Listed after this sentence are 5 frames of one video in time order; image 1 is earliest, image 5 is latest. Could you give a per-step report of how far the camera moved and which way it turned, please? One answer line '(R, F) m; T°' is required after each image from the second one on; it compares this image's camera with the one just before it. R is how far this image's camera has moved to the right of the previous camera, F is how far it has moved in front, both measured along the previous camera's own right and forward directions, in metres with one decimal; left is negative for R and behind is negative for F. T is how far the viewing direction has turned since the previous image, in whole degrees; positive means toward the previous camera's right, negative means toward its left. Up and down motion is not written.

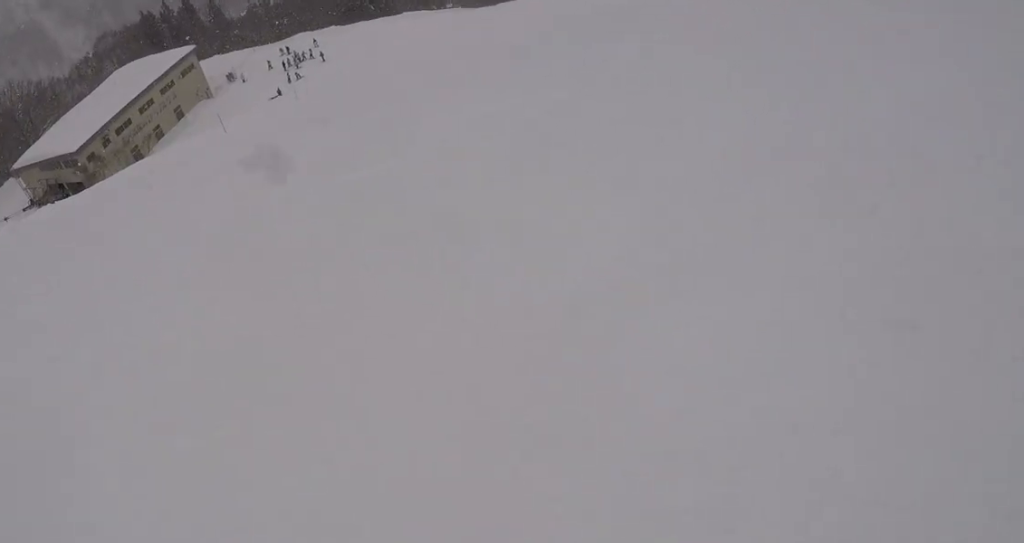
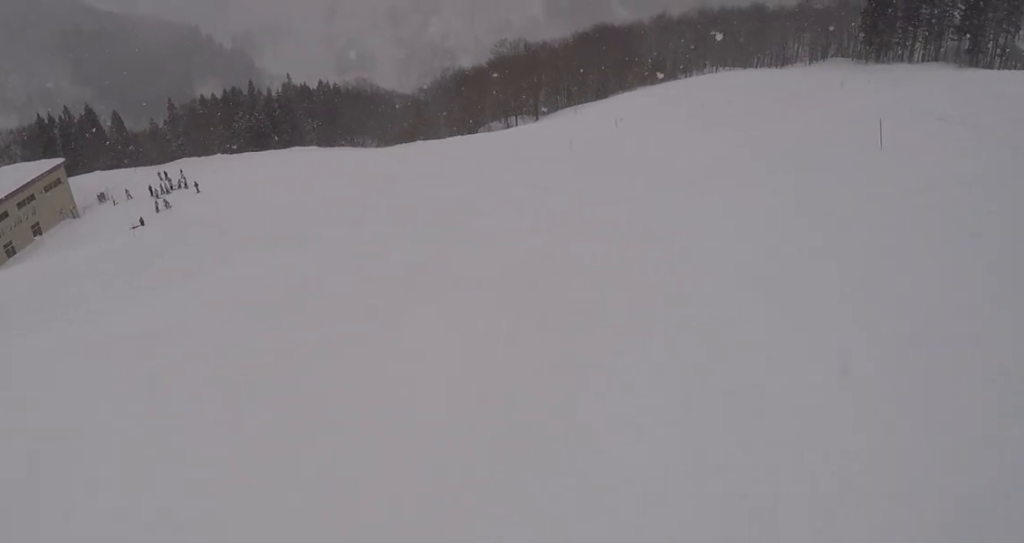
(+7.0, +9.3) m; +37°
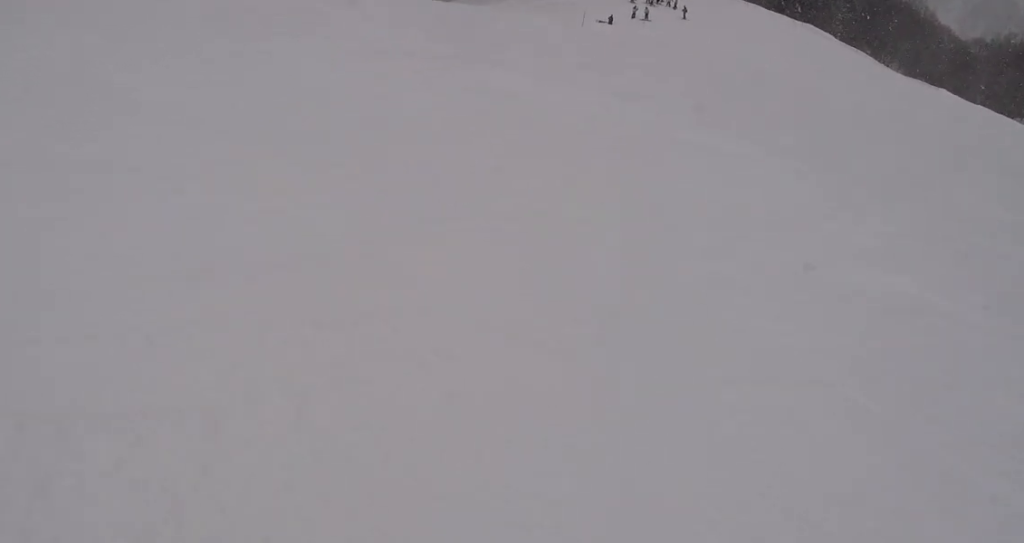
(-1.3, +5.1) m; -32°
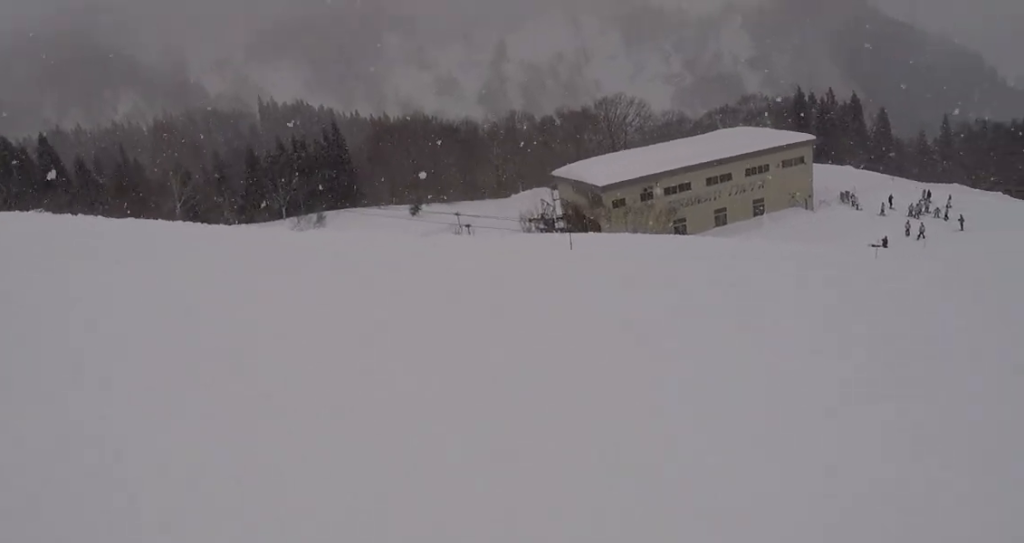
(-5.9, +6.9) m; -63°
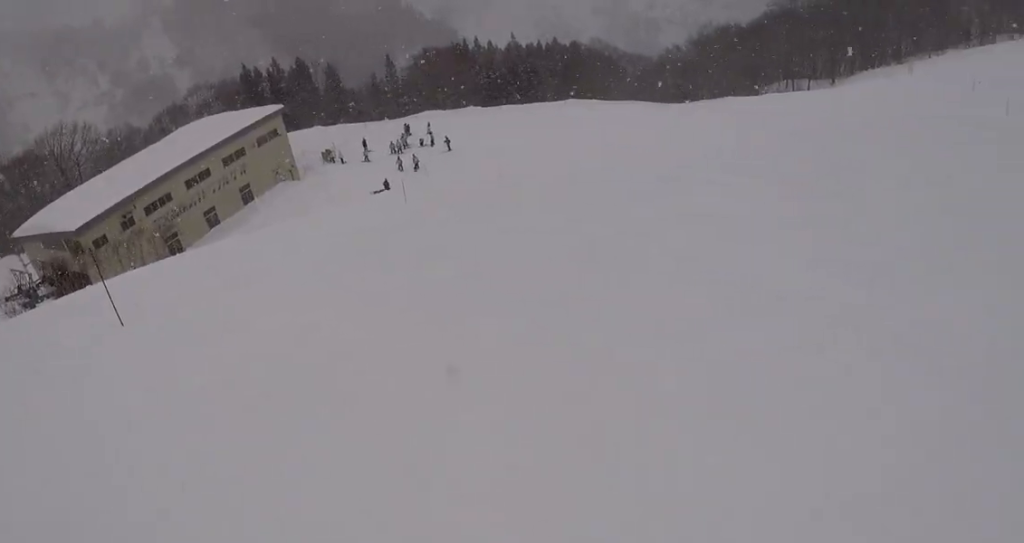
(+1.2, +5.4) m; +42°
